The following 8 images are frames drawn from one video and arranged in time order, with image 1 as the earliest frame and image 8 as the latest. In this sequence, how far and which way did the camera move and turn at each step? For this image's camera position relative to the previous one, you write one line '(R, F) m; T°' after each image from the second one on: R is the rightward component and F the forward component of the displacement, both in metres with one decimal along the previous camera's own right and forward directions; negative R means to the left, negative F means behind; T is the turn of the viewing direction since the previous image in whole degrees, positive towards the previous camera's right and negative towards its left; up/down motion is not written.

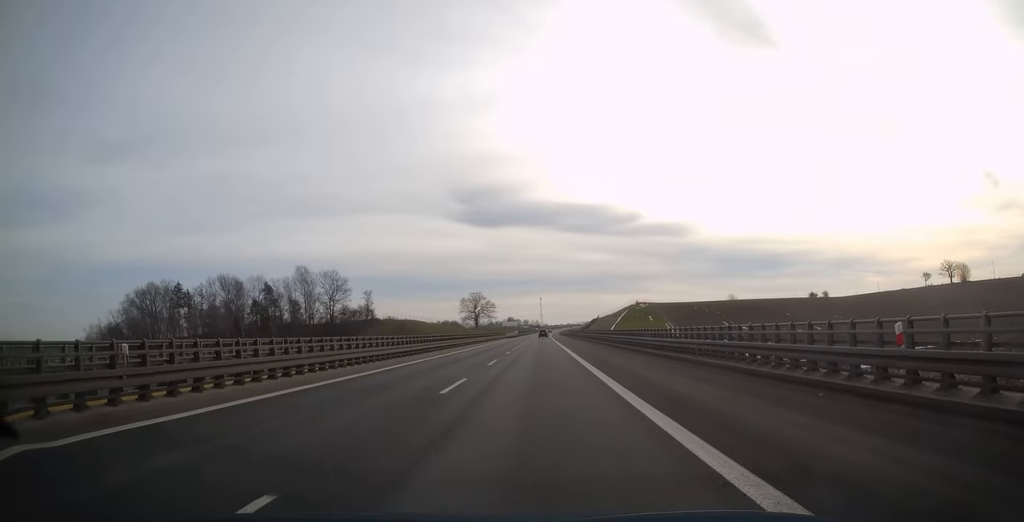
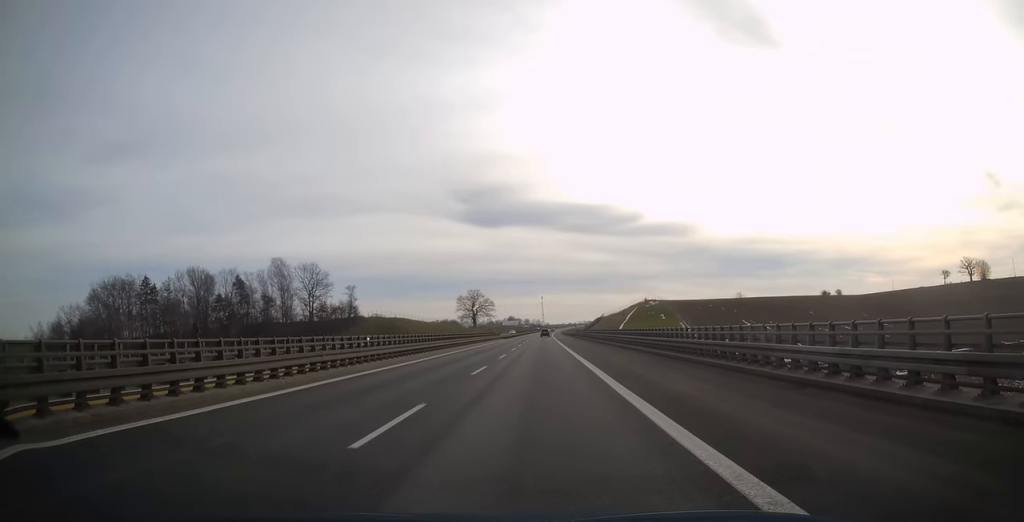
(-0.1, +17.9) m; 0°
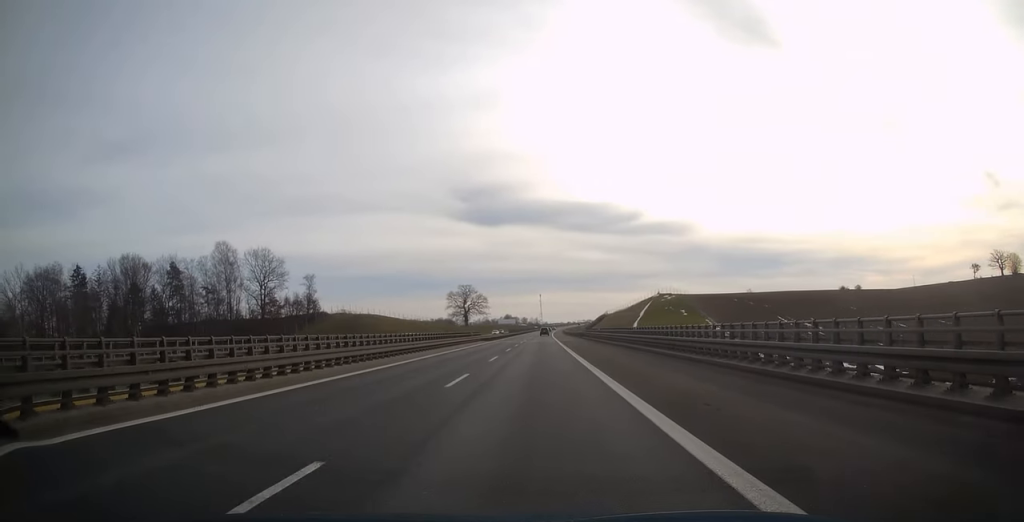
(-0.1, +29.2) m; 0°
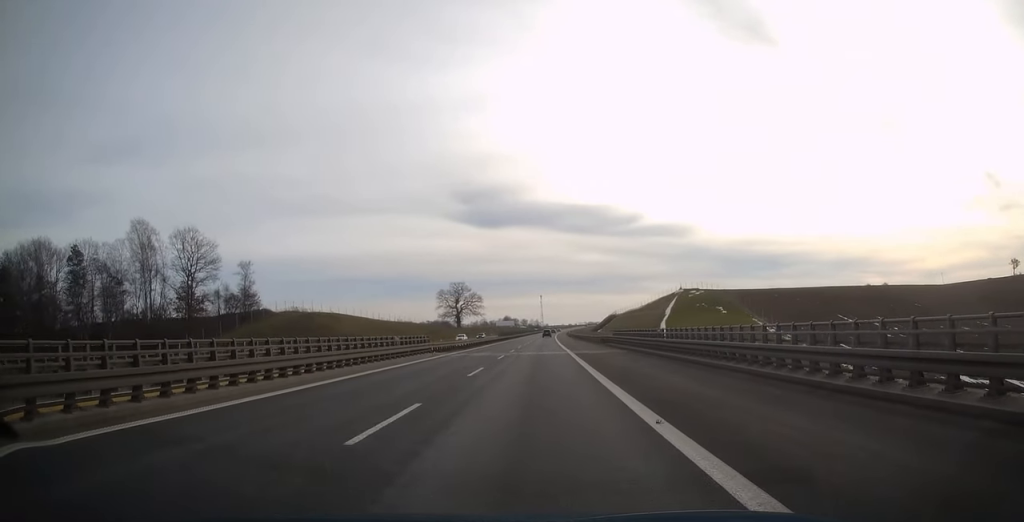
(0.0, +31.8) m; 0°
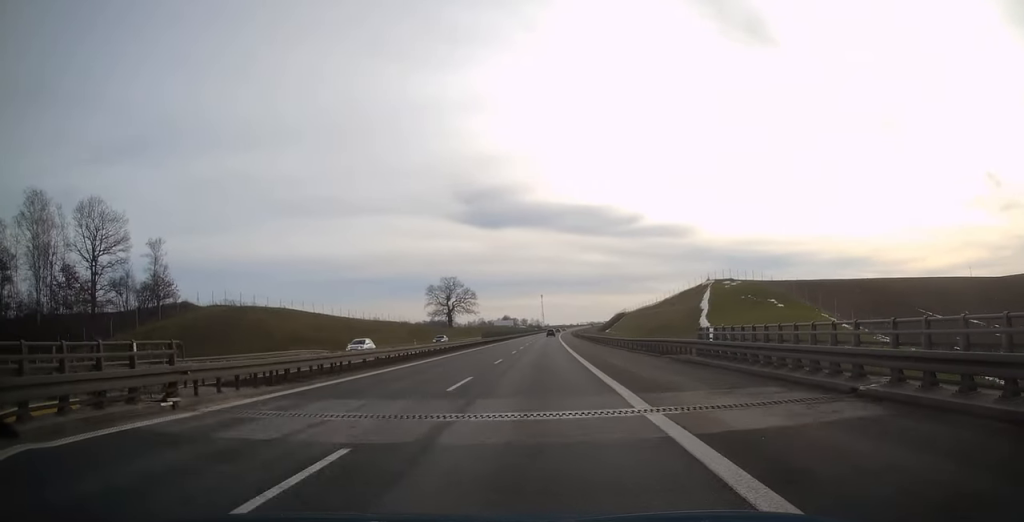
(0.0, +28.2) m; 0°
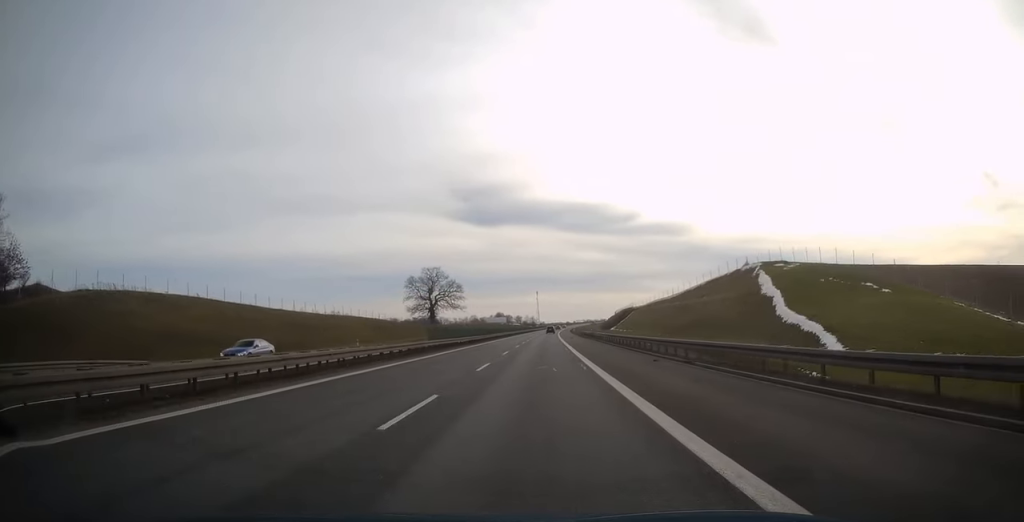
(+0.1, +30.7) m; 0°
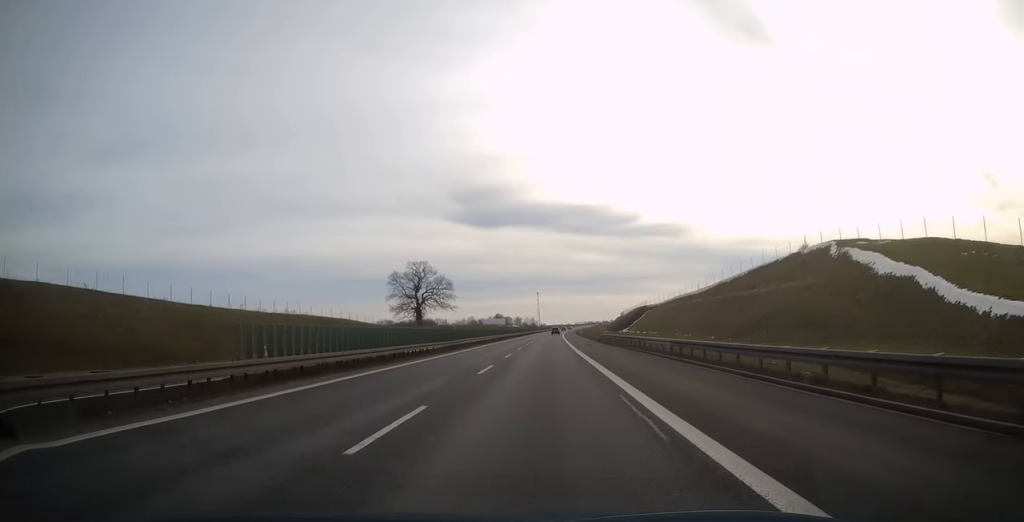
(+0.1, +26.2) m; 0°
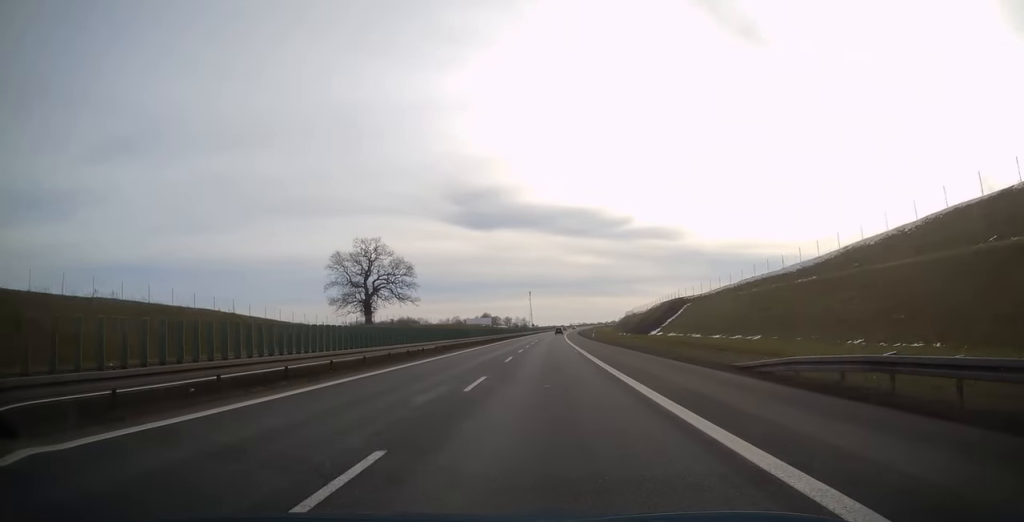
(0.0, +52.2) m; 0°
